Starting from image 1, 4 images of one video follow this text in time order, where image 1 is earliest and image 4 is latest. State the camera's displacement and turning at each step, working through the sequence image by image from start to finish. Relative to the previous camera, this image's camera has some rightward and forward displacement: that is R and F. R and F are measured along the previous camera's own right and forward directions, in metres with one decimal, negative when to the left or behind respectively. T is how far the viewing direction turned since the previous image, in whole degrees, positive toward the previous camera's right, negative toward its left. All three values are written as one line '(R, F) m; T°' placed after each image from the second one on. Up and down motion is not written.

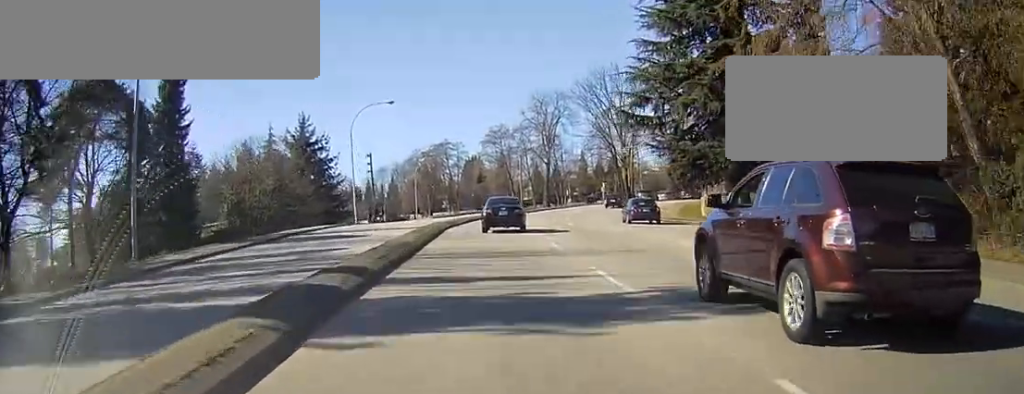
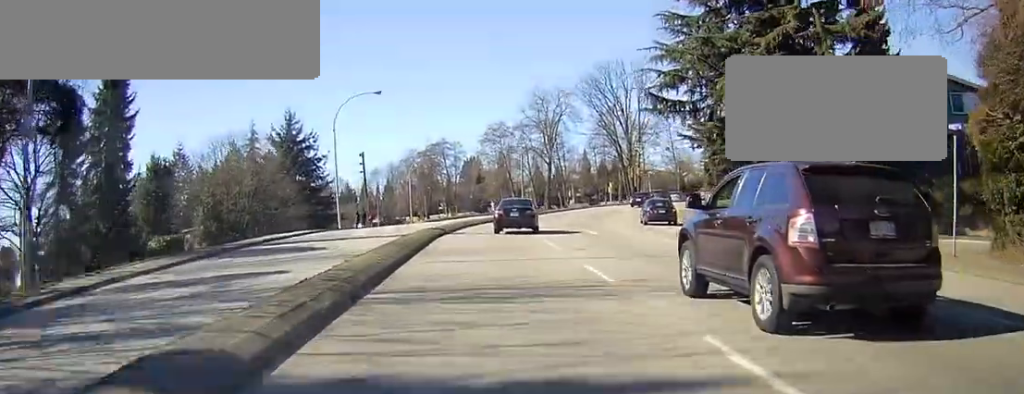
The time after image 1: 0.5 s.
(+0.1, +7.4) m; 0°
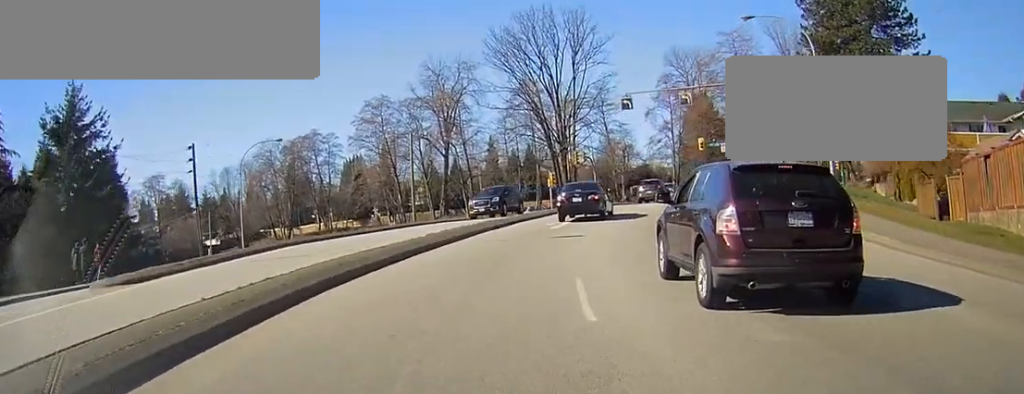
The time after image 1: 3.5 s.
(+0.2, +40.3) m; +4°
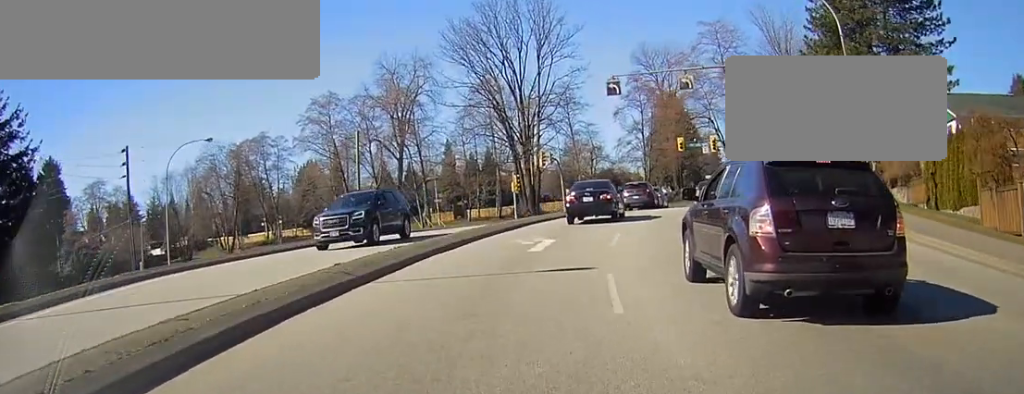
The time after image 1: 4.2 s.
(+0.4, +8.8) m; +5°
